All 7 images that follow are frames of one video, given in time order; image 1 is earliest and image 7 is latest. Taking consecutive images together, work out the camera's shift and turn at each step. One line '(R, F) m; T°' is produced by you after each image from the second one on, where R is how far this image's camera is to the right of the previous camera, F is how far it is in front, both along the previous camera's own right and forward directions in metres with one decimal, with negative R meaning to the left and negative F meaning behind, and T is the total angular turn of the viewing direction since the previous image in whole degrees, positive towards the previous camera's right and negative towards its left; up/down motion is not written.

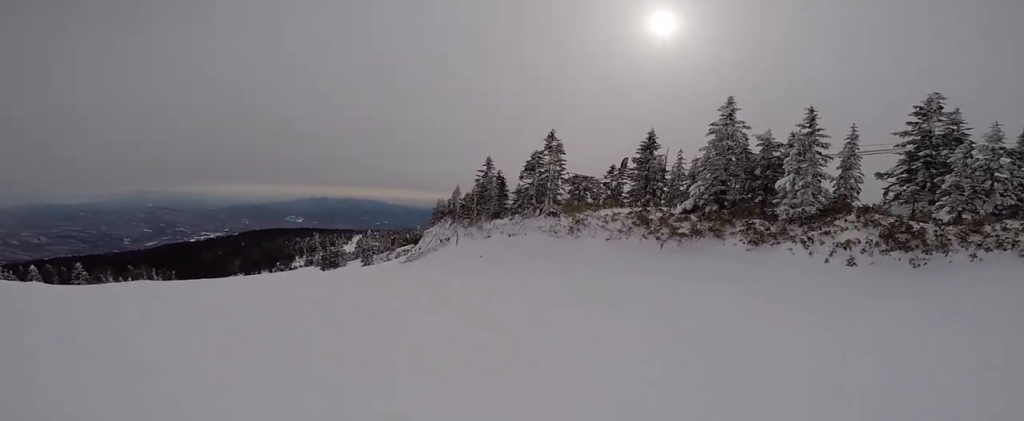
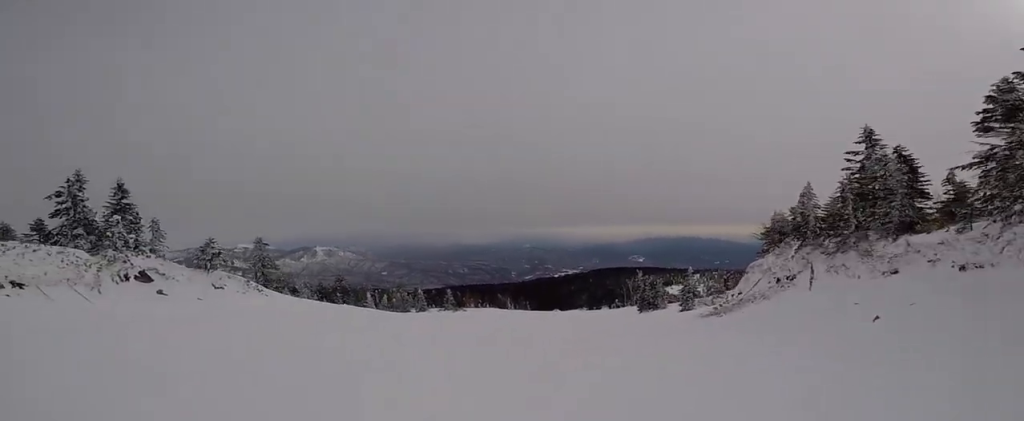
(-5.3, +10.8) m; -51°
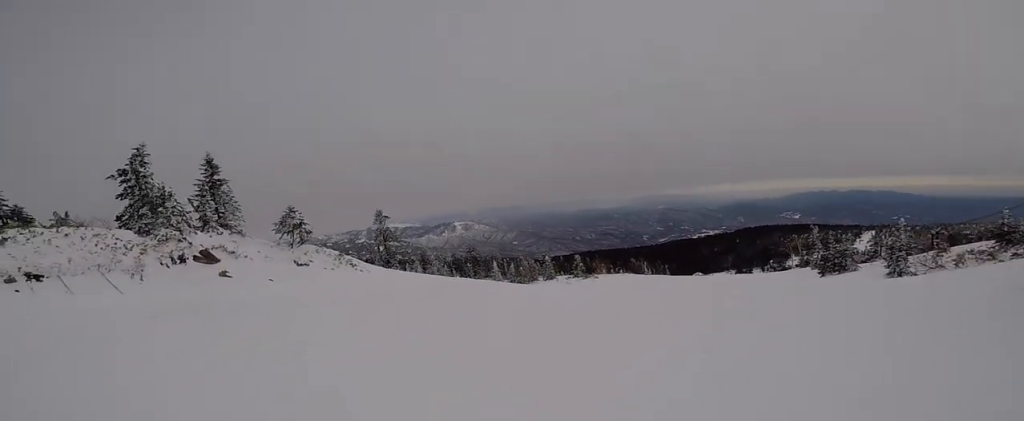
(-1.0, +7.1) m; -22°
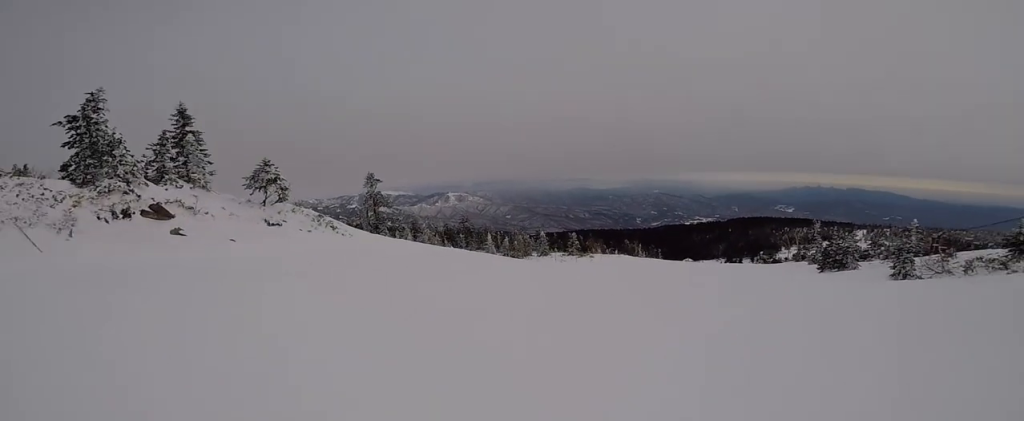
(-0.6, +2.1) m; -1°
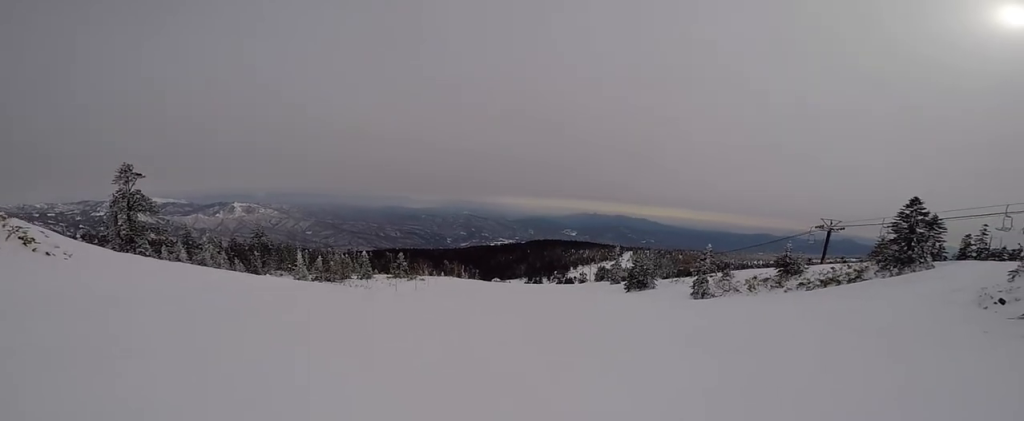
(+0.4, +5.9) m; +29°
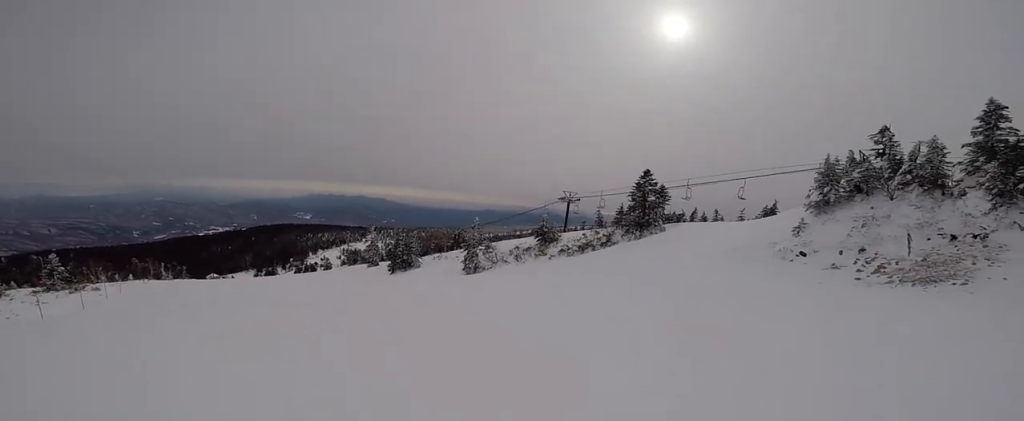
(+2.8, +5.4) m; +42°
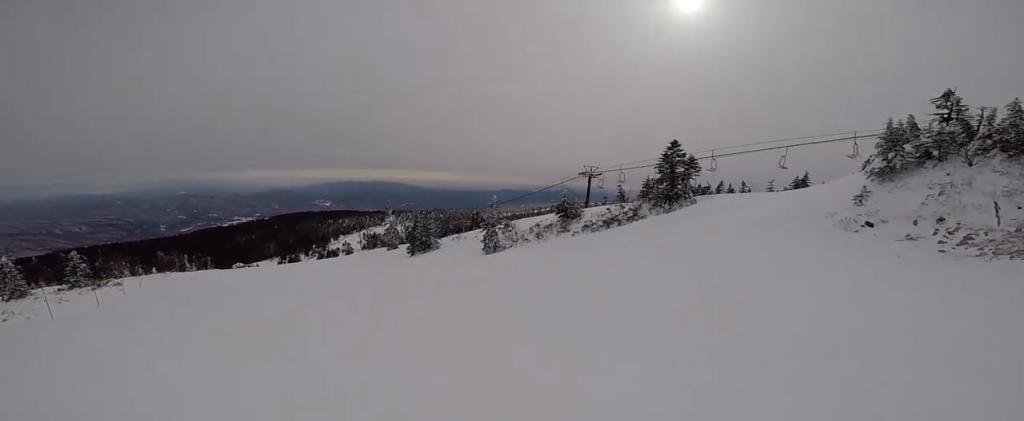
(-0.1, +1.7) m; +8°
